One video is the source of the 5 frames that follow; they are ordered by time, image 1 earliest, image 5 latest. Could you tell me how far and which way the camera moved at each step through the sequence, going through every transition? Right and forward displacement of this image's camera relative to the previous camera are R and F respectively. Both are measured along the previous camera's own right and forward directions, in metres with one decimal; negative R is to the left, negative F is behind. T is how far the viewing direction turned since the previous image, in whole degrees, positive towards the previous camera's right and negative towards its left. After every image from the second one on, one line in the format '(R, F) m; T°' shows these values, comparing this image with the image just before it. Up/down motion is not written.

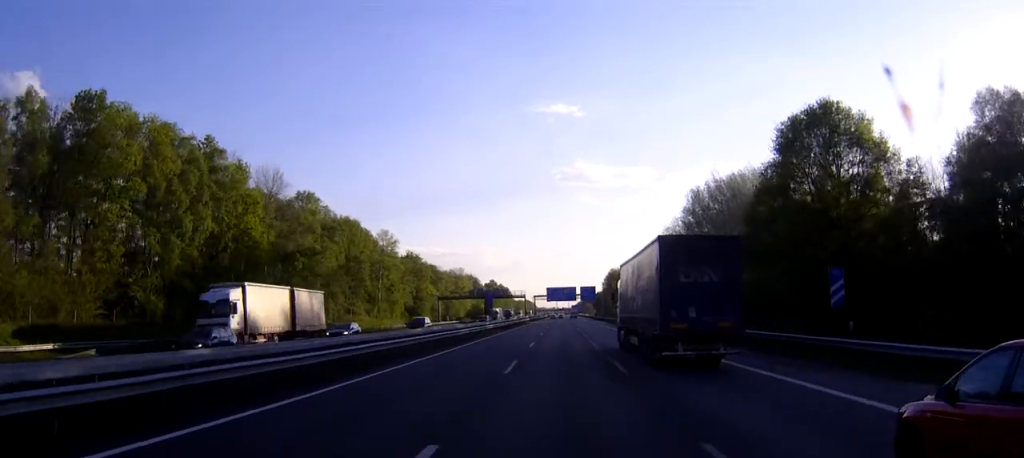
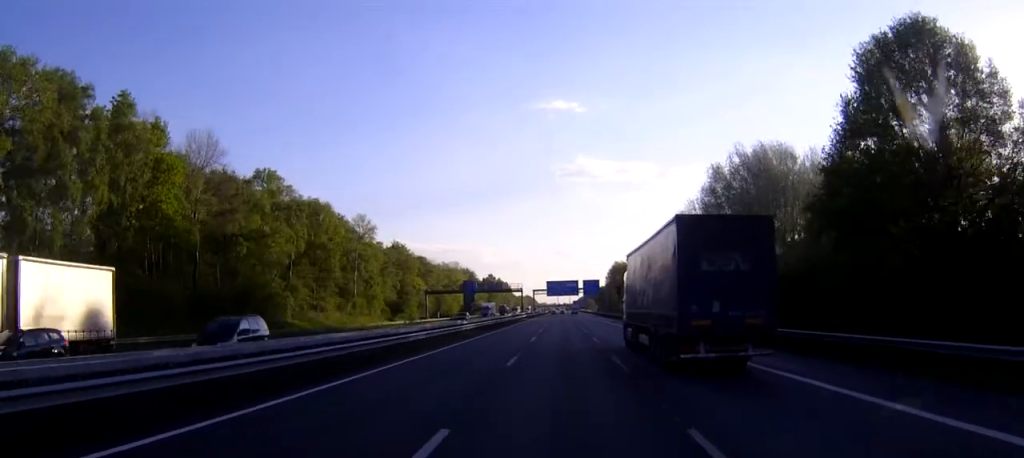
(0.0, +16.9) m; 0°
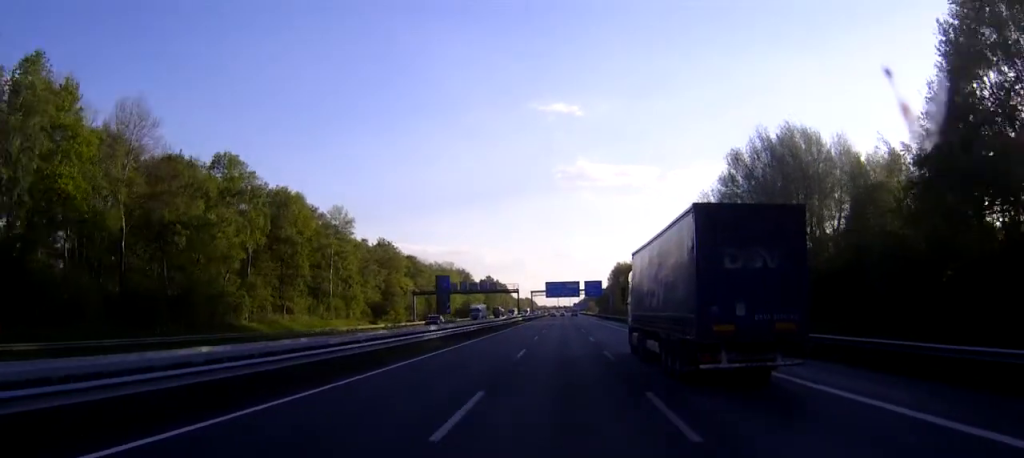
(0.0, +12.9) m; 0°
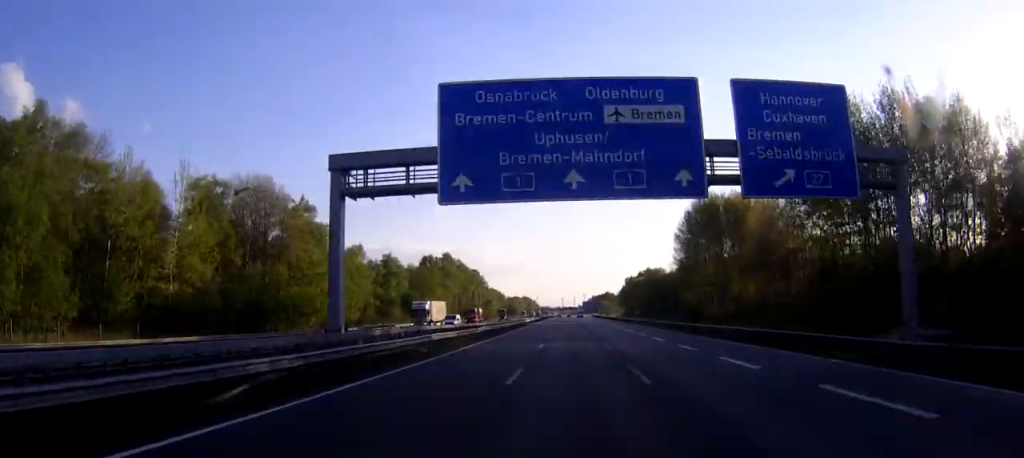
(-0.4, +172.0) m; 0°
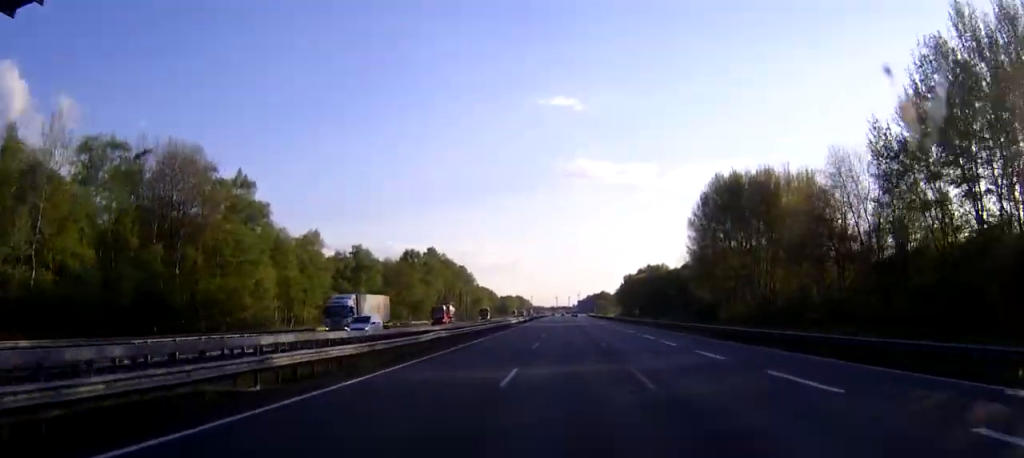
(0.0, +19.5) m; 0°
